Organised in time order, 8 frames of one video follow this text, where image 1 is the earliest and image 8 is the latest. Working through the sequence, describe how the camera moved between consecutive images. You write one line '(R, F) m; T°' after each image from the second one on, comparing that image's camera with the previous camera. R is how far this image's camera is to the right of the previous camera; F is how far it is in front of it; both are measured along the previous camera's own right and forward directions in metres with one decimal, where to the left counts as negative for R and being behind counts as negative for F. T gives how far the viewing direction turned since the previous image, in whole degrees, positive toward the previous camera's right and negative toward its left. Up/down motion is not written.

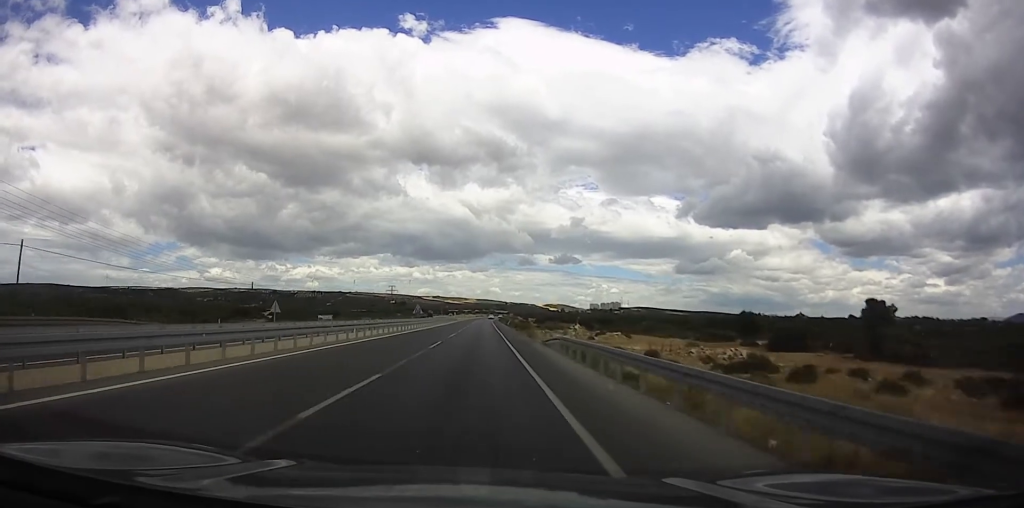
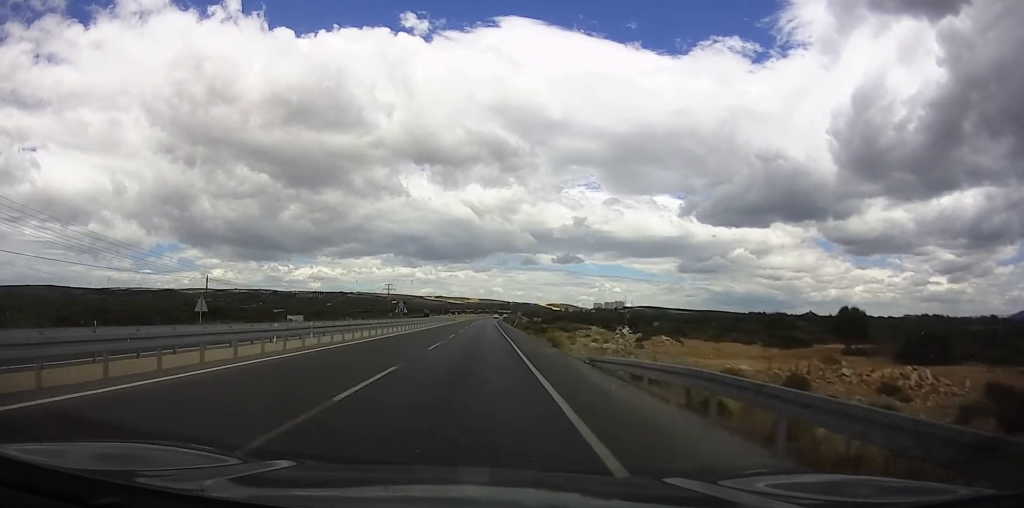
(0.0, +14.9) m; +2°
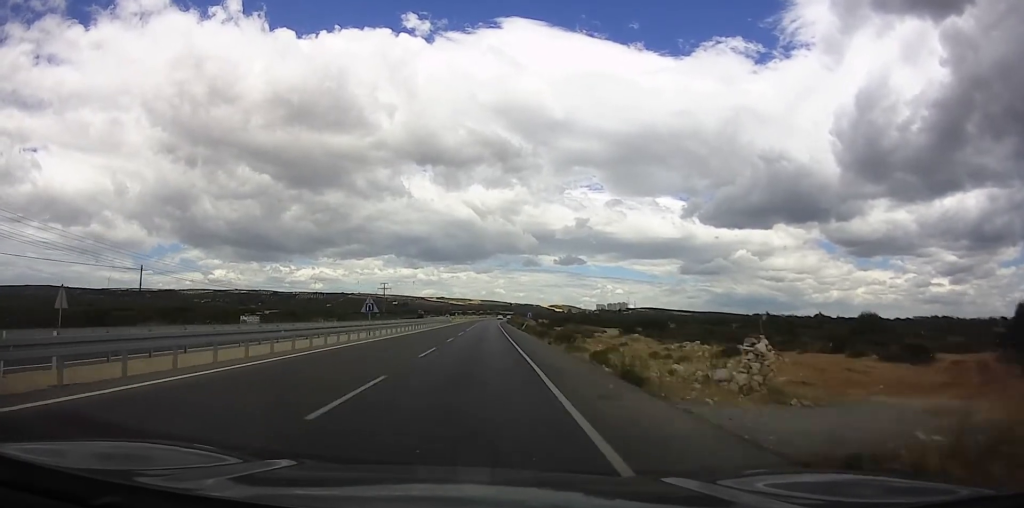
(+0.1, +15.0) m; +1°
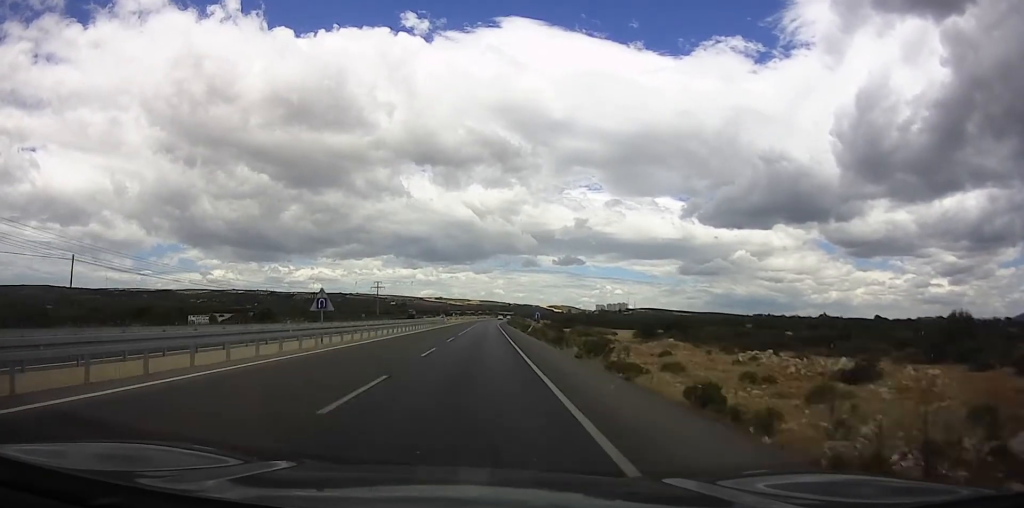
(+0.5, +10.8) m; 0°
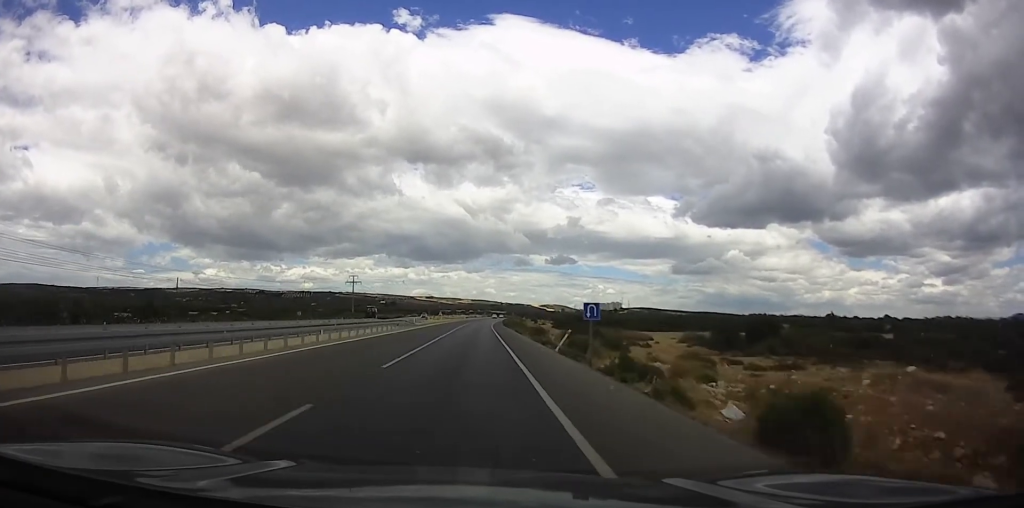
(-0.5, +27.6) m; -2°
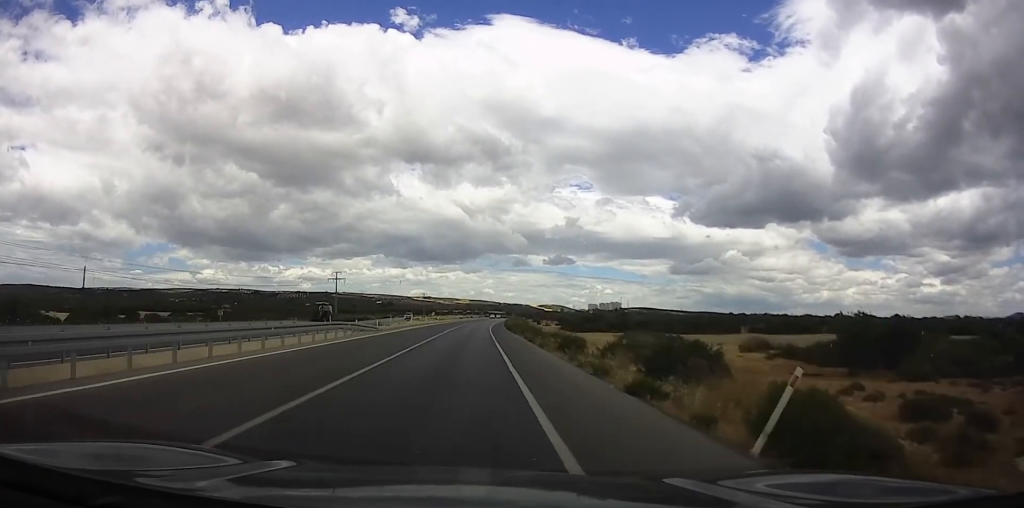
(-0.2, +19.3) m; +1°
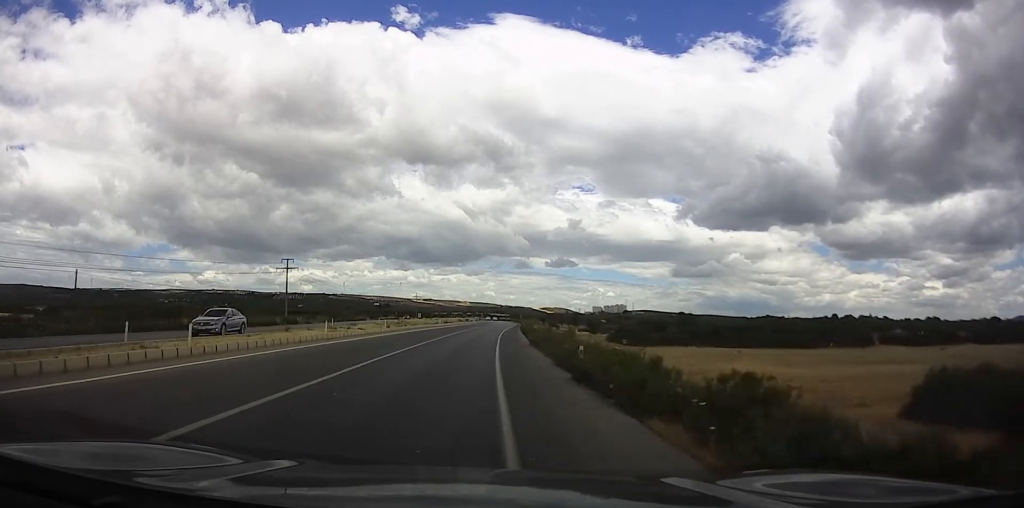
(+1.1, +45.4) m; +1°
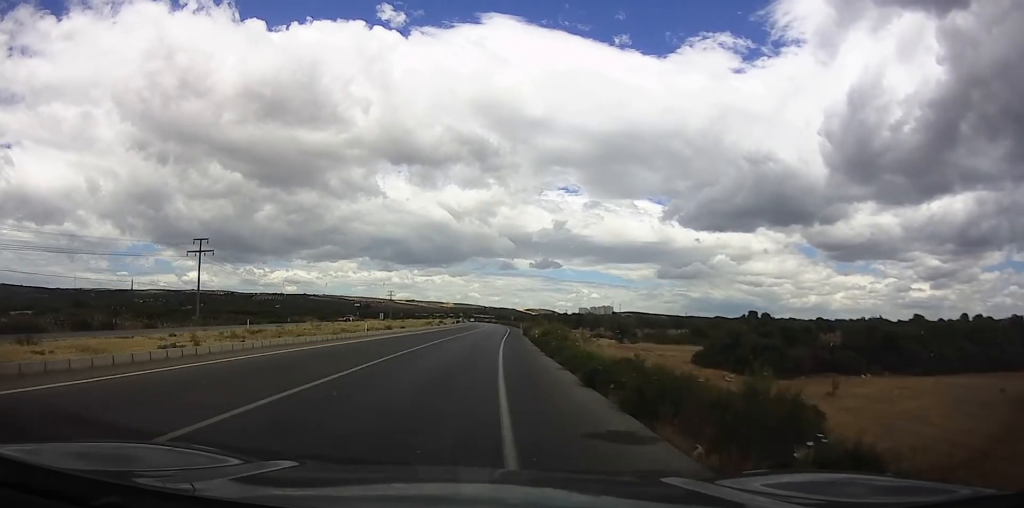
(+0.2, +35.7) m; 0°
